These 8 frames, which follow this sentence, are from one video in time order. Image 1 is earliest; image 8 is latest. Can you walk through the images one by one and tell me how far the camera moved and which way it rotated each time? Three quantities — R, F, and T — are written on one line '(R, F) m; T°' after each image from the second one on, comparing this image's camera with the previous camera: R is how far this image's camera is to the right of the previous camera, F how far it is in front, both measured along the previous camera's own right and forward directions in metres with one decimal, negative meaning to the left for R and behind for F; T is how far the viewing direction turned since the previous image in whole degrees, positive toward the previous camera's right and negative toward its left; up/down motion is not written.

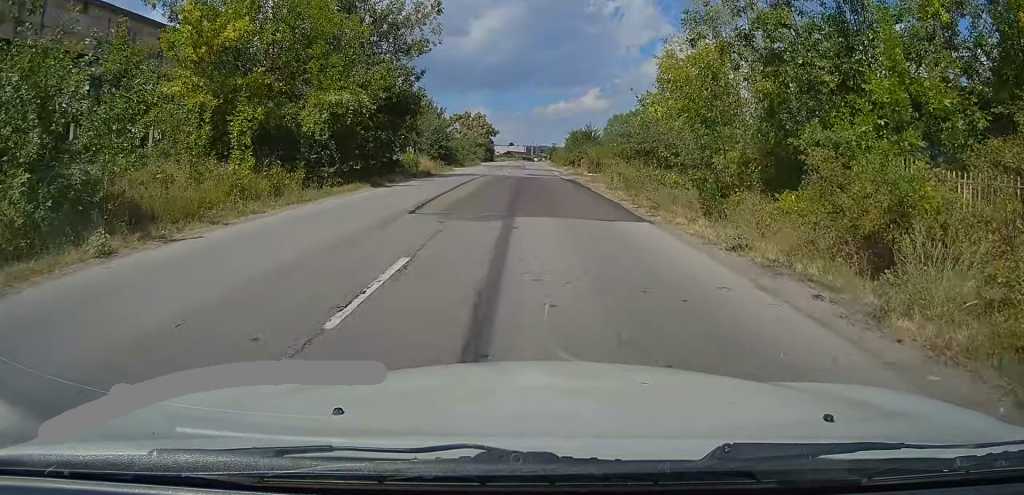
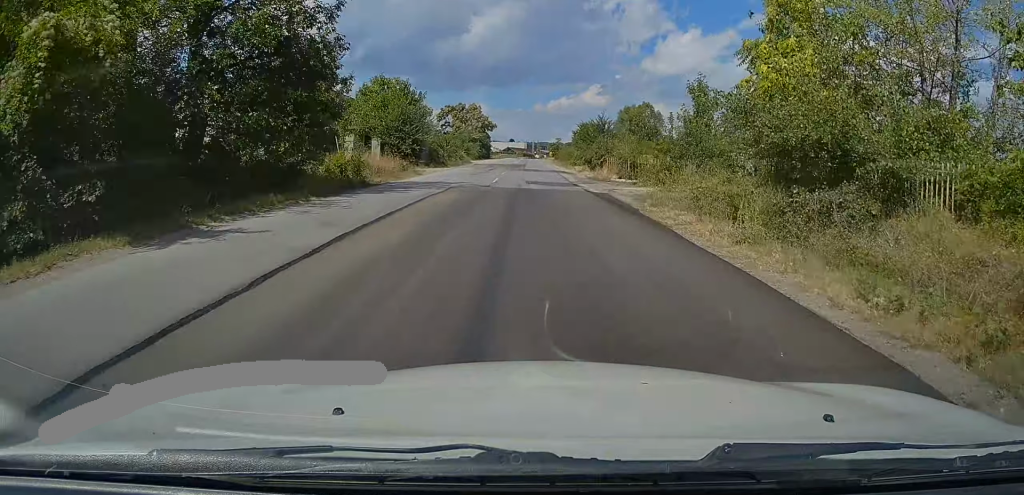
(+0.1, +15.6) m; 0°
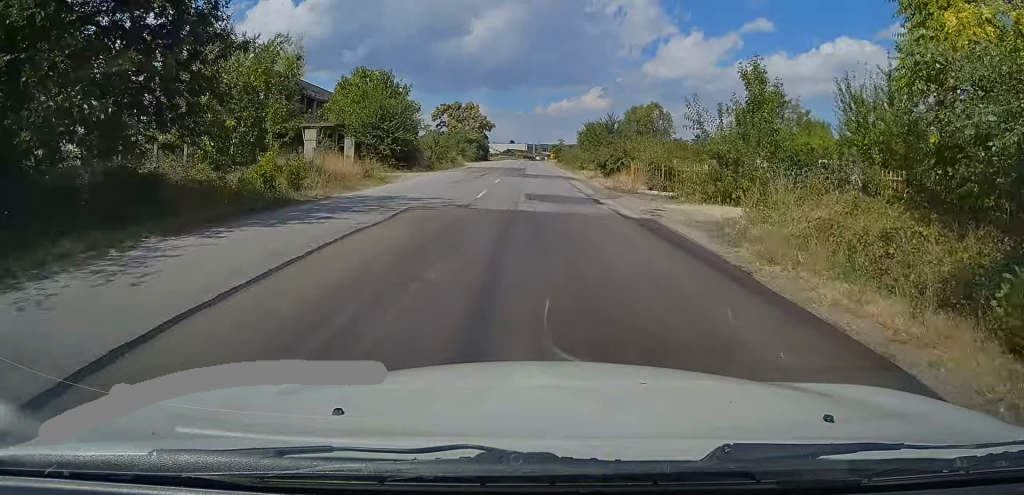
(0.0, +7.9) m; 0°
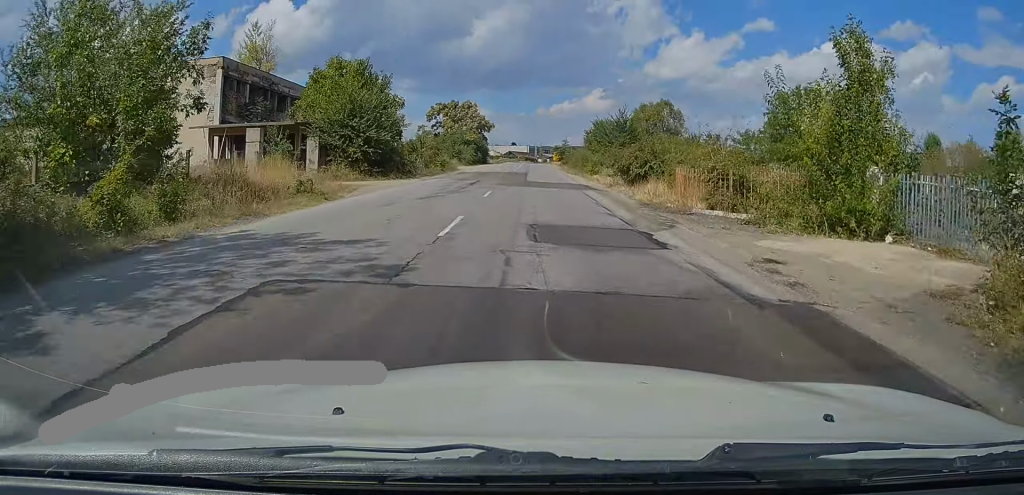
(0.0, +7.8) m; -1°
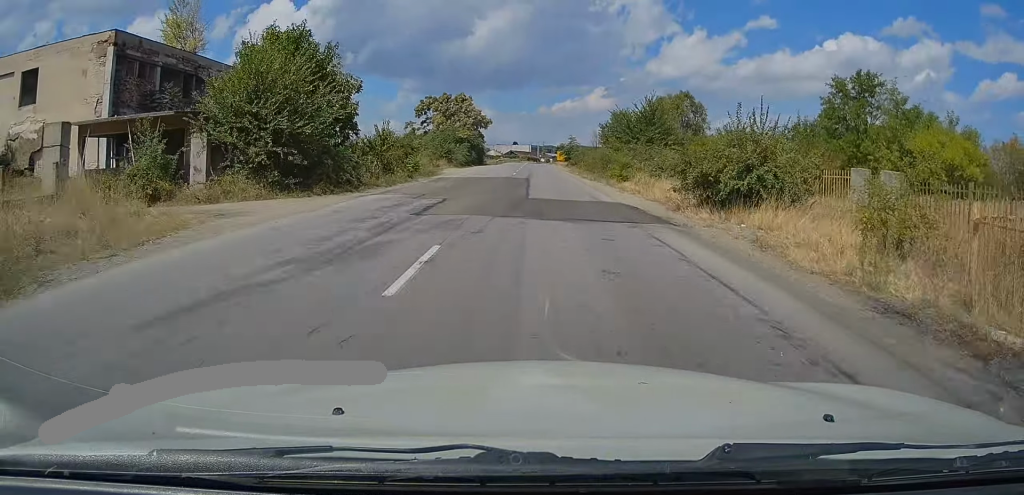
(-0.1, +13.0) m; -1°
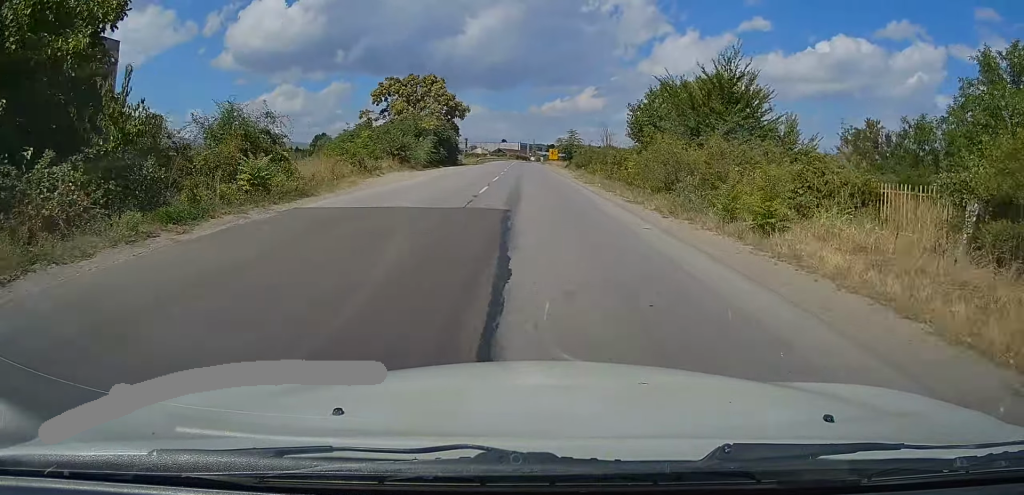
(+0.2, +21.4) m; +2°
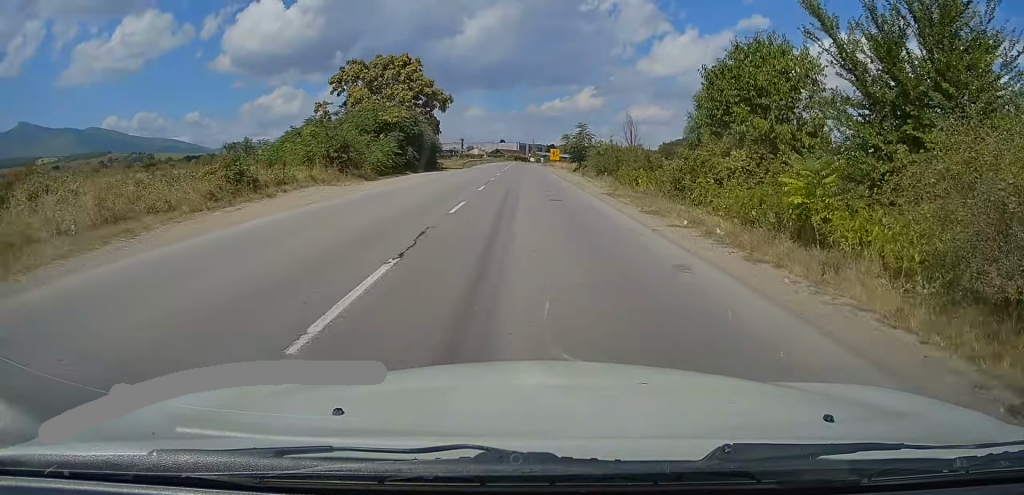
(+0.2, +15.9) m; 0°
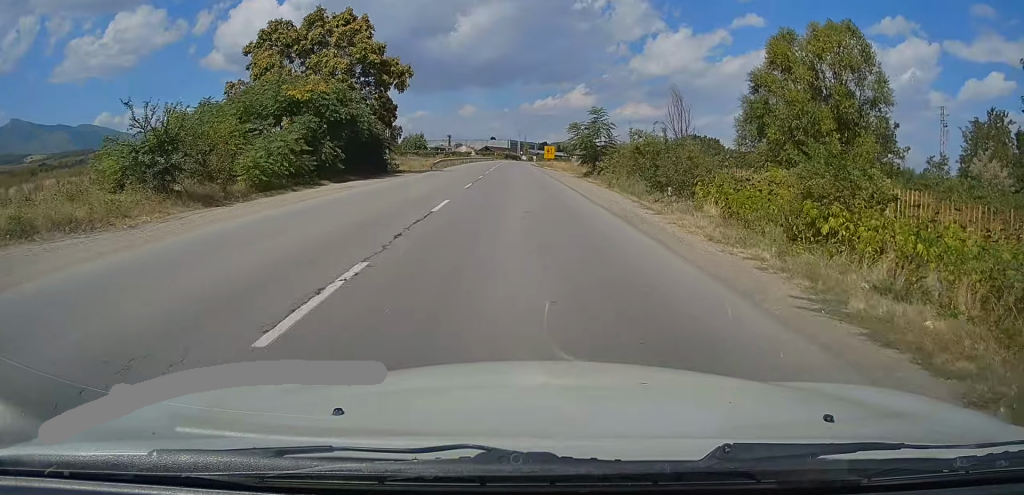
(-0.3, +17.5) m; 0°
